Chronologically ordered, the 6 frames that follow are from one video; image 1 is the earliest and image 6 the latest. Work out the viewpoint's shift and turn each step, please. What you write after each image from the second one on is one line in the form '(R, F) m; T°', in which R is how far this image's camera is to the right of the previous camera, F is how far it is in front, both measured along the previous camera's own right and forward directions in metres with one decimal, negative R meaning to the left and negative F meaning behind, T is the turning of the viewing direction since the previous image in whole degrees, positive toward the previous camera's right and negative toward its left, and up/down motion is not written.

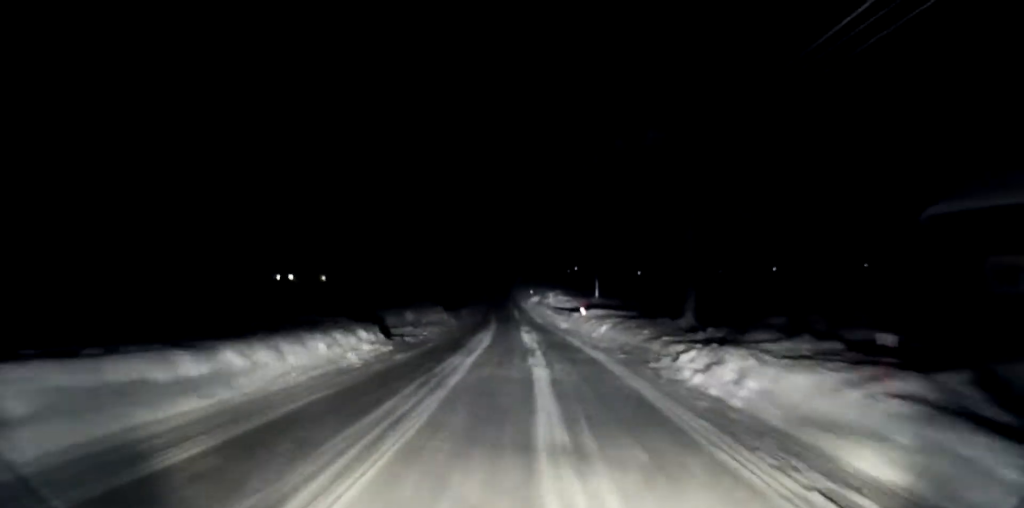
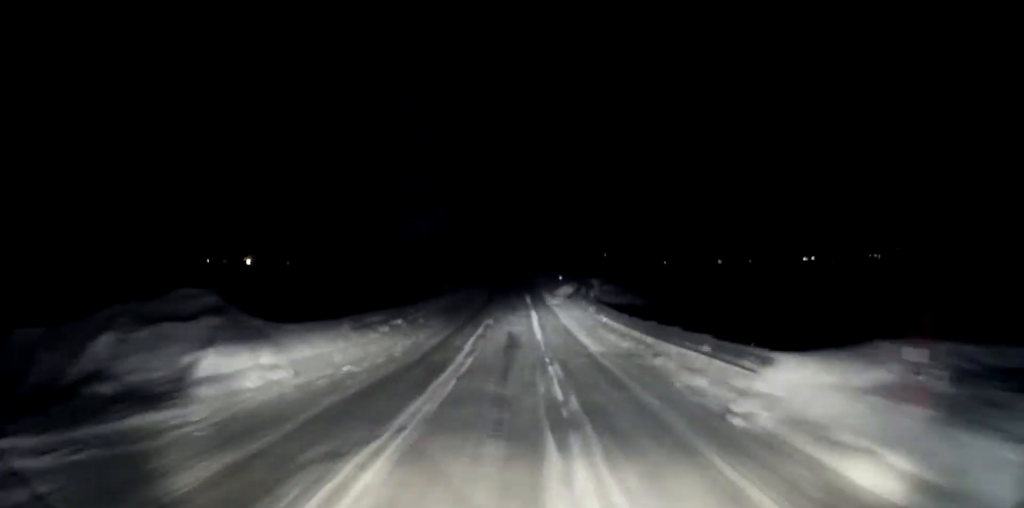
(-0.5, +25.3) m; -2°
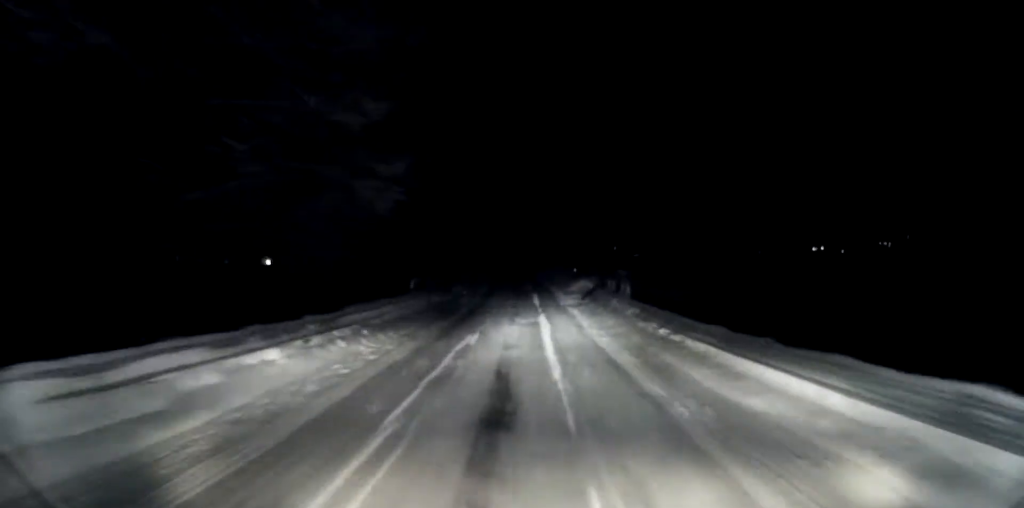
(+0.1, +8.6) m; 0°
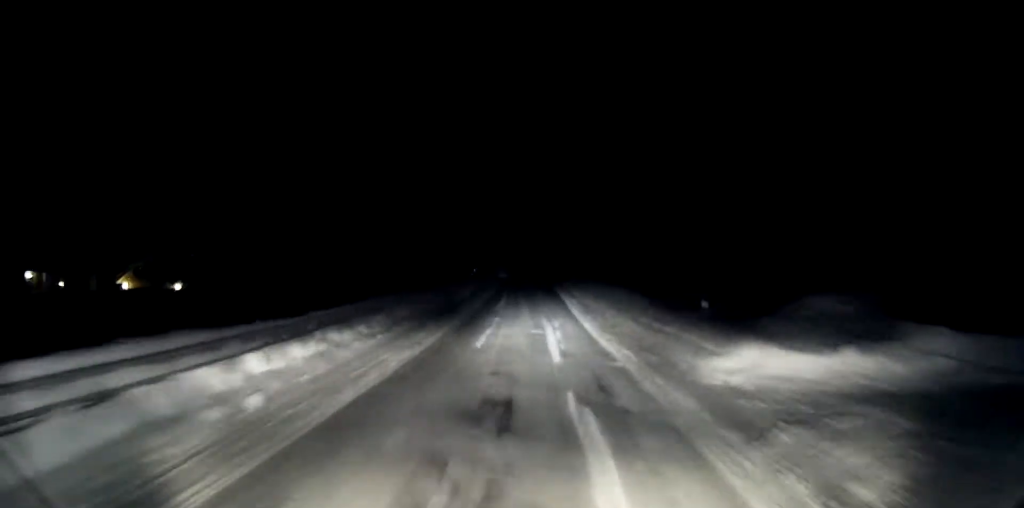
(-0.7, +23.5) m; -3°
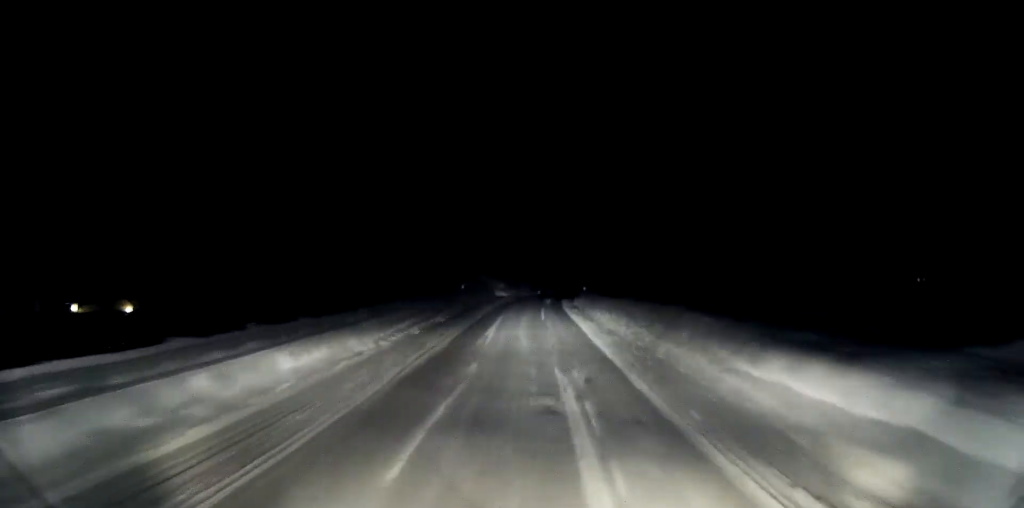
(0.0, +7.8) m; -1°
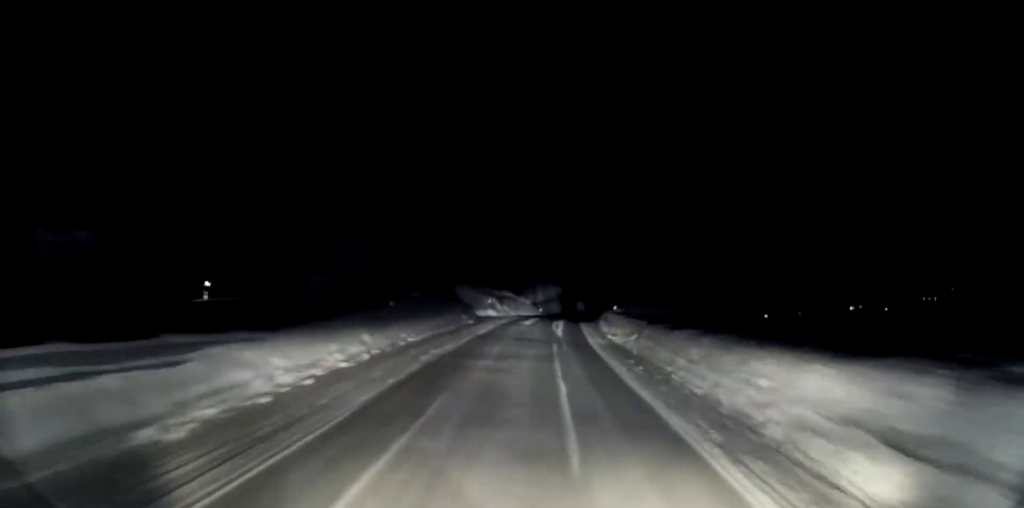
(-0.1, +18.1) m; -1°
